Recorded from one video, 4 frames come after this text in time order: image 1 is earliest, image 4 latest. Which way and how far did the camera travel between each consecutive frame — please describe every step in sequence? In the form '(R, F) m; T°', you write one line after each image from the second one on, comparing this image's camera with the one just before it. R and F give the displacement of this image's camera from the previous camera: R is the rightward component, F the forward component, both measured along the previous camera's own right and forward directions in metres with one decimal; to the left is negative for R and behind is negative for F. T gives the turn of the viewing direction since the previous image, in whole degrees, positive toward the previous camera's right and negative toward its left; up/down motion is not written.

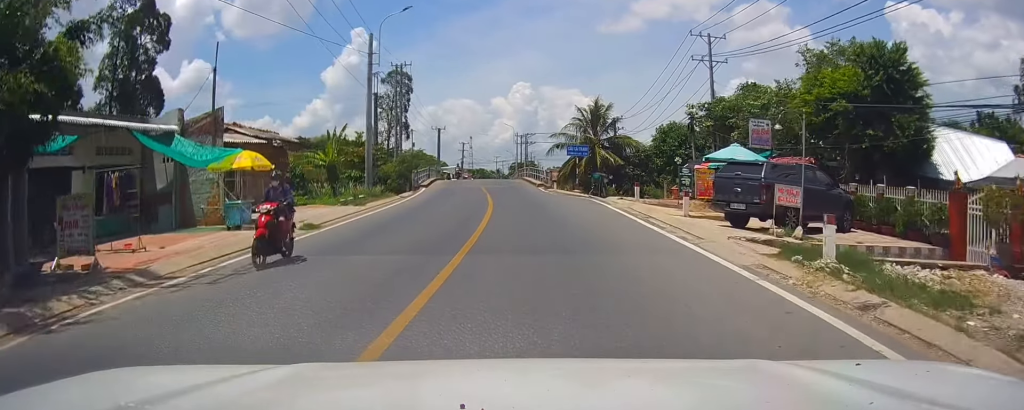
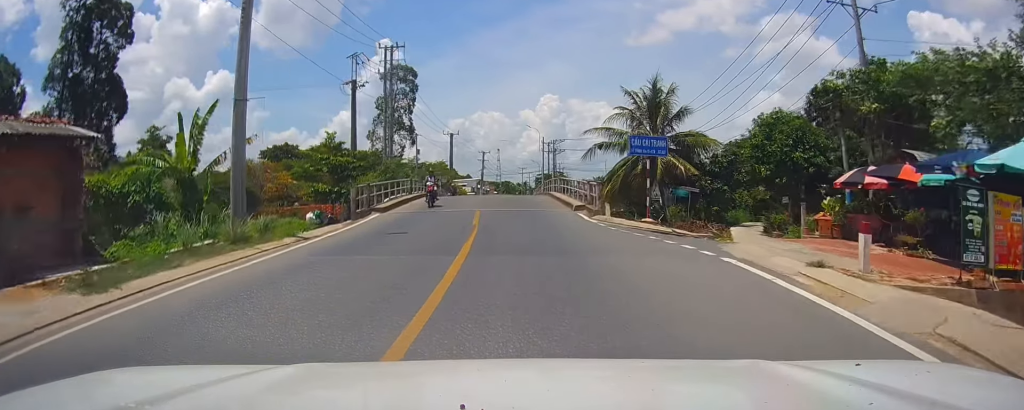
(-0.1, +18.5) m; -1°
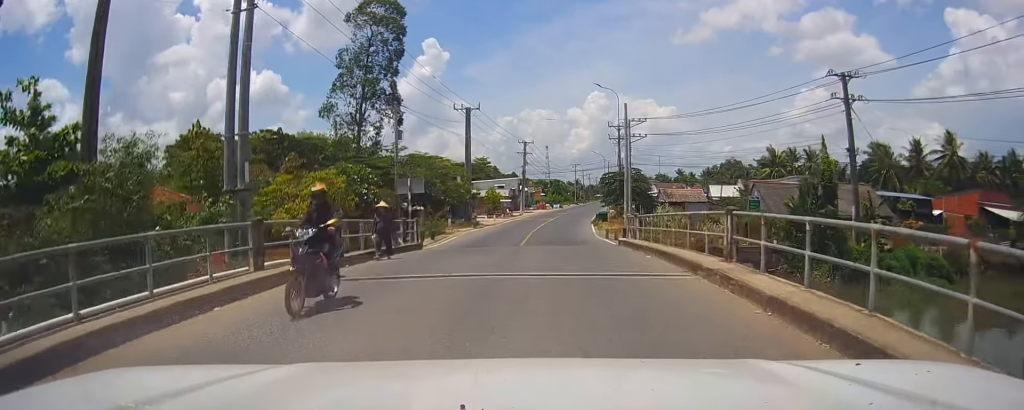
(-2.8, +40.7) m; -9°
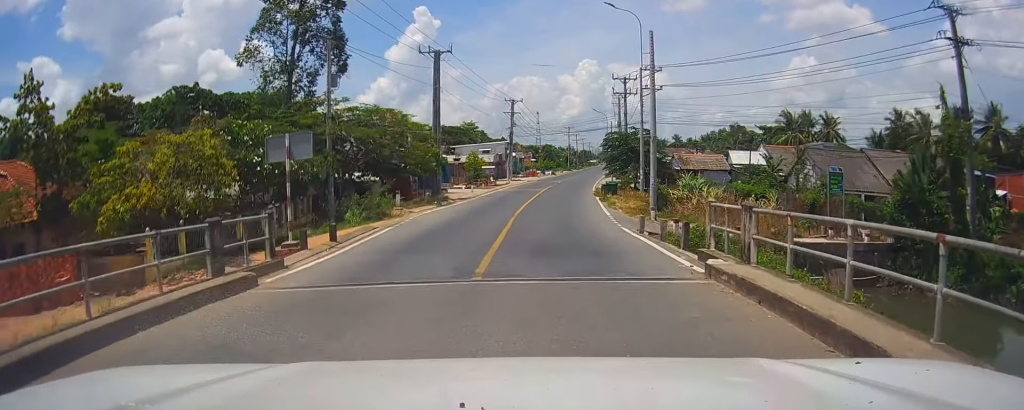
(+0.1, +14.6) m; +2°
